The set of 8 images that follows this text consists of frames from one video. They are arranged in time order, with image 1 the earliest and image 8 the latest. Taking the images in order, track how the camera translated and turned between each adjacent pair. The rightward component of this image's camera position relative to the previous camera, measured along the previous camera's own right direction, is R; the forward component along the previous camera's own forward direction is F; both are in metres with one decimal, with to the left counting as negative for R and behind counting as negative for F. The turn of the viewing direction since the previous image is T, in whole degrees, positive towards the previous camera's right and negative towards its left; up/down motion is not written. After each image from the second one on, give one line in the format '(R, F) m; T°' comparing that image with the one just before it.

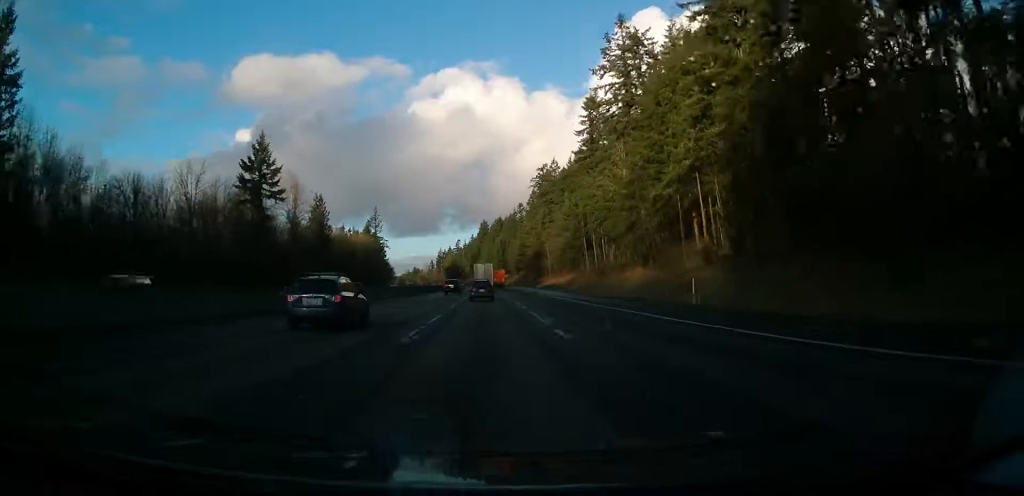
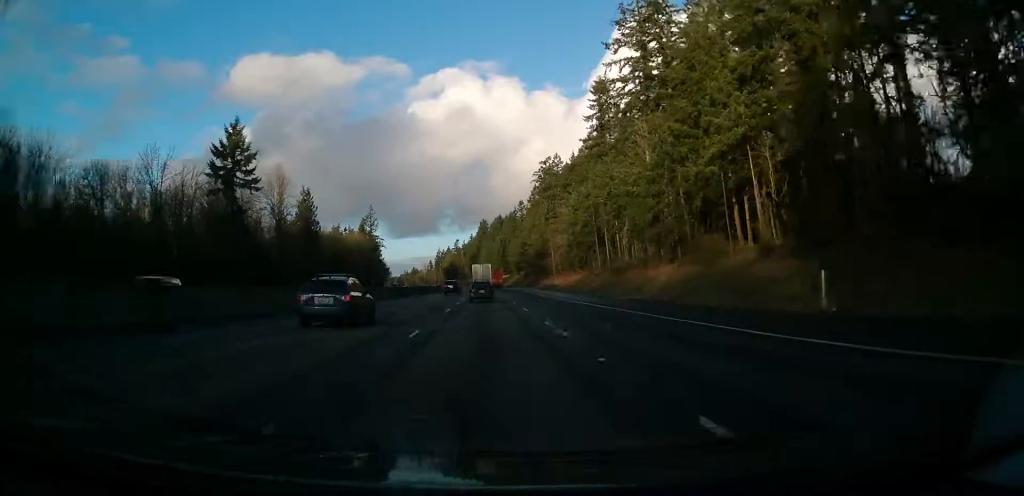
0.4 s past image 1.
(0.0, +11.7) m; 0°
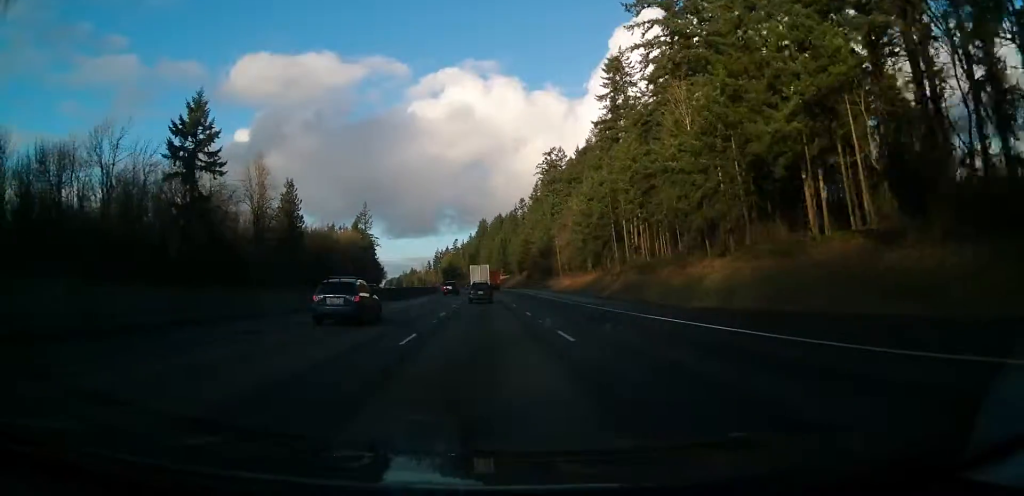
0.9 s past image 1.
(-0.1, +13.8) m; 0°
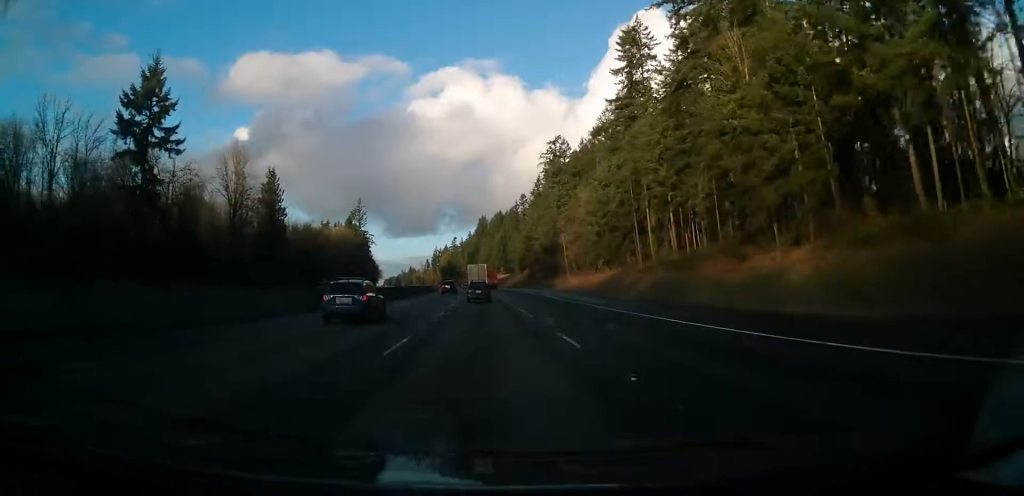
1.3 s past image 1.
(-0.1, +12.7) m; 0°
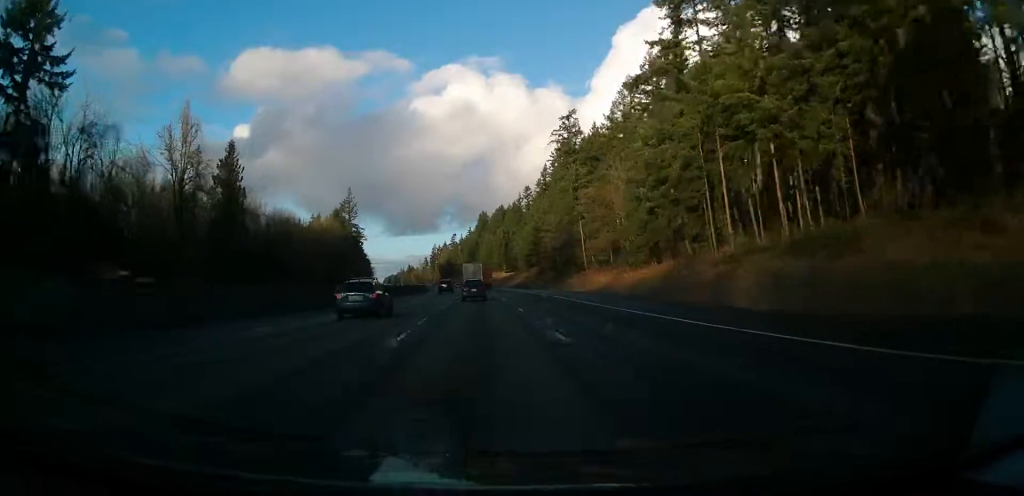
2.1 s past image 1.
(+0.1, +23.6) m; 0°
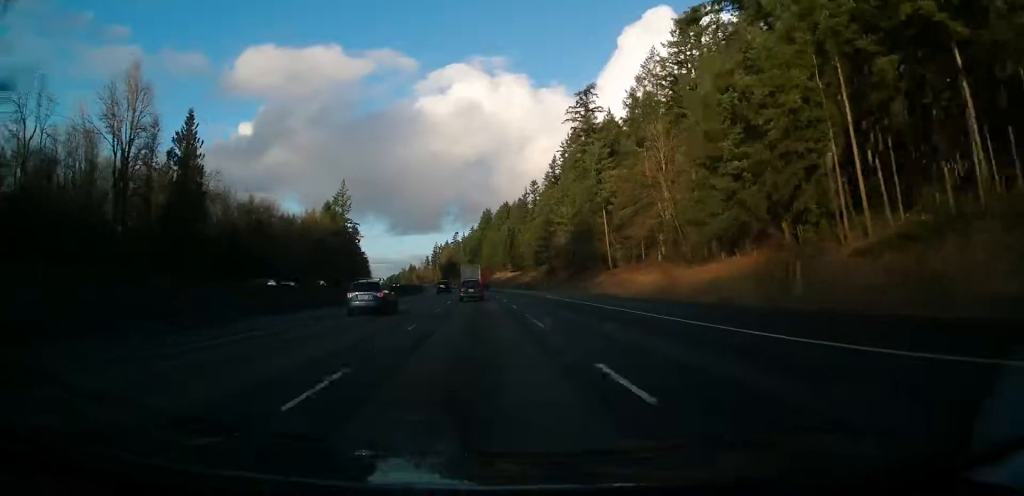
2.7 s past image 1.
(0.0, +18.7) m; 0°
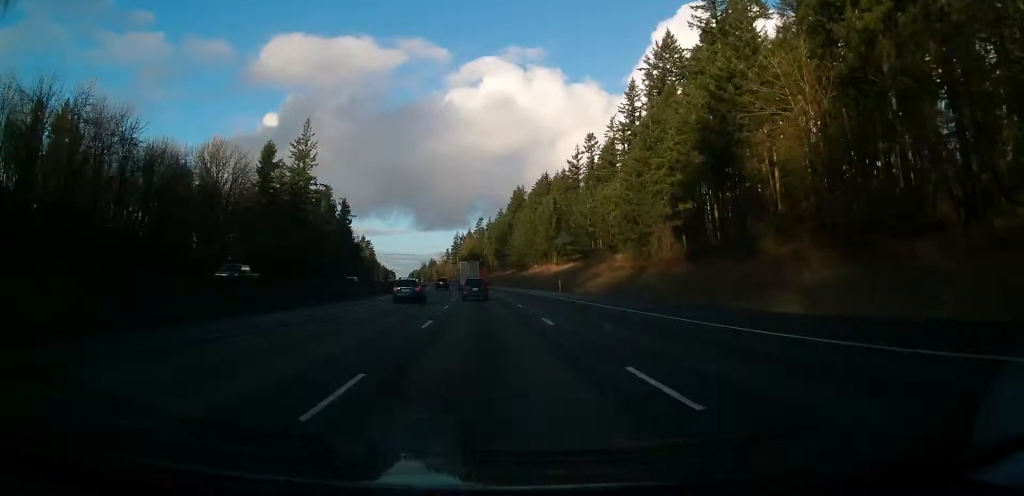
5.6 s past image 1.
(-1.4, +85.7) m; -2°
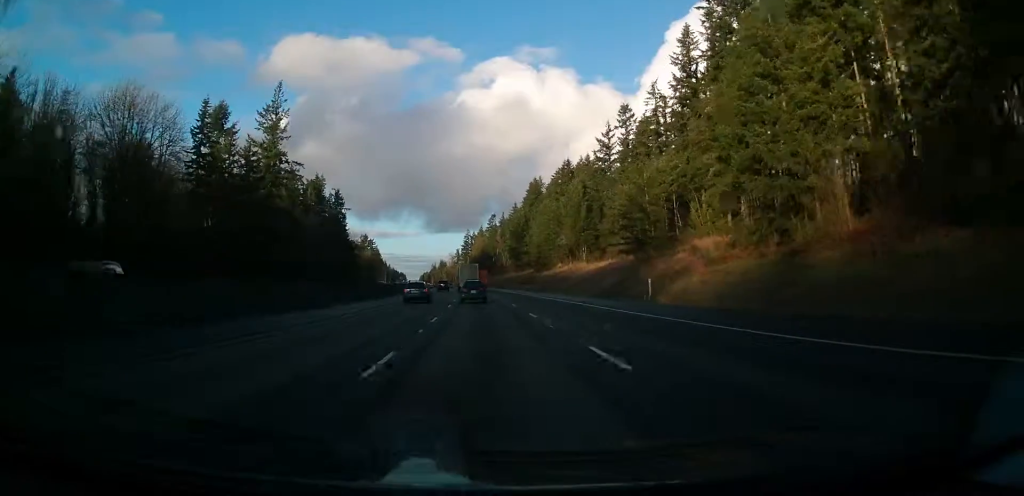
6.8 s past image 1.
(-0.2, +33.4) m; -1°
